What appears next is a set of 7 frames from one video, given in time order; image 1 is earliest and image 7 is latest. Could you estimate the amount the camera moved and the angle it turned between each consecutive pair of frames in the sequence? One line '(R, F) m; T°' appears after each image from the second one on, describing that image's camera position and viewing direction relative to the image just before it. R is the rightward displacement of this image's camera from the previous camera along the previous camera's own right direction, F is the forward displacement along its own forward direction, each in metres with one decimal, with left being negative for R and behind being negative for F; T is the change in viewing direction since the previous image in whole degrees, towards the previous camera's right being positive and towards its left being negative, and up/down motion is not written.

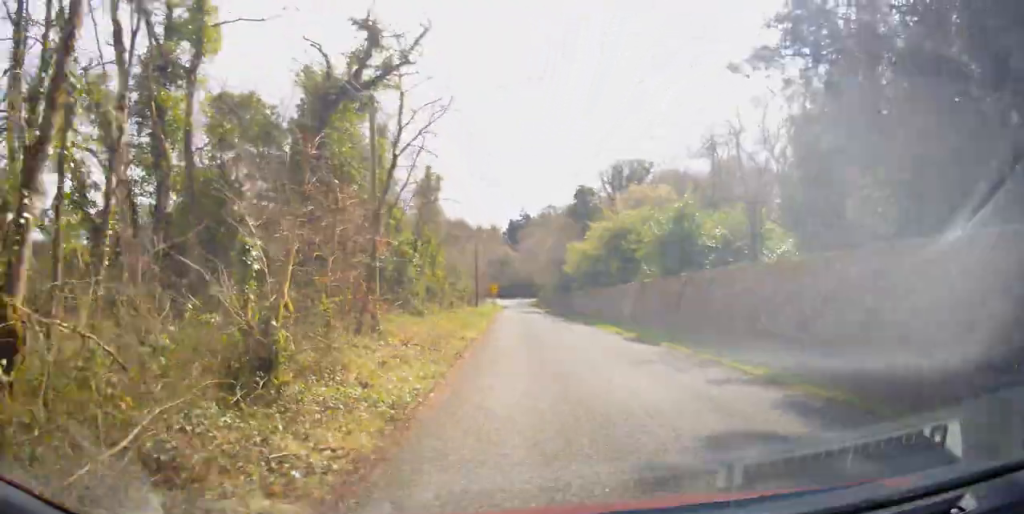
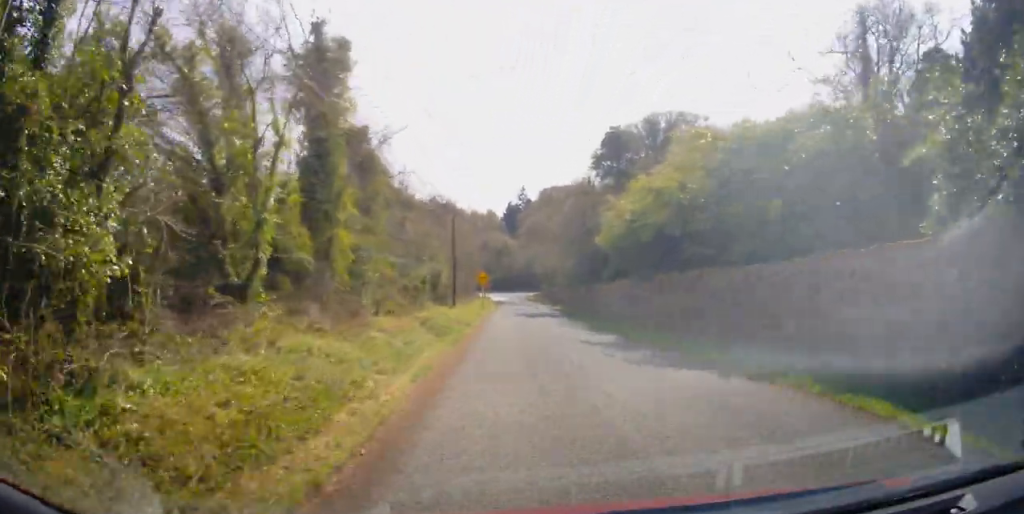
(-0.2, +23.8) m; +4°
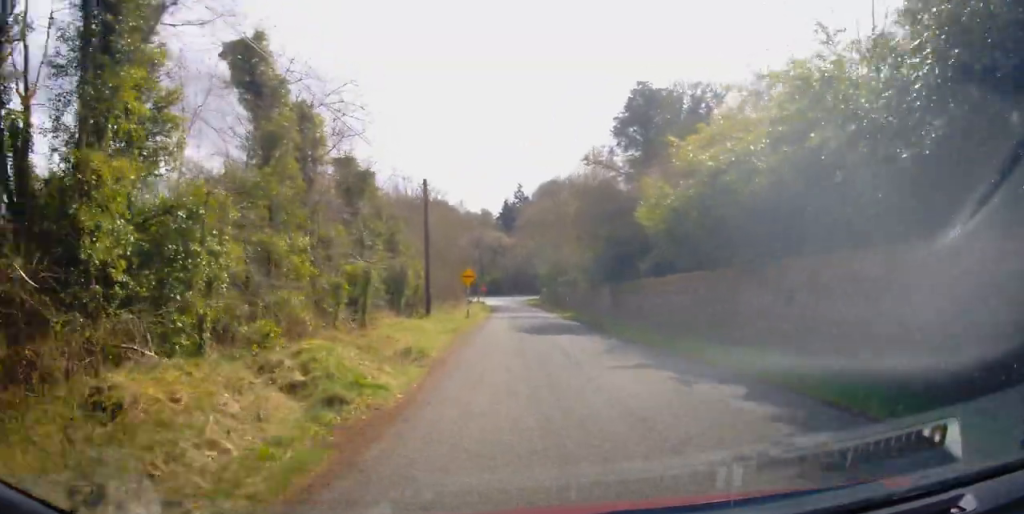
(-0.1, +11.6) m; -1°
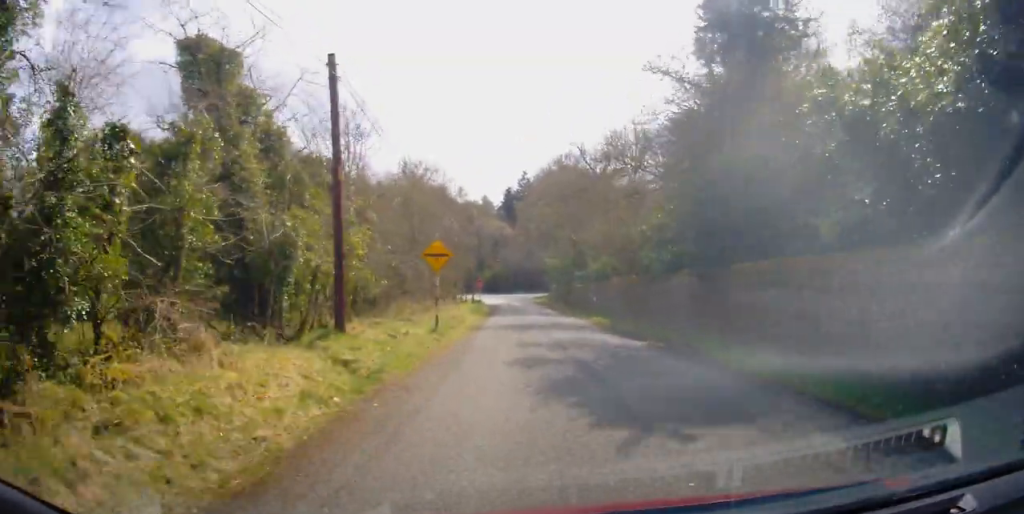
(0.0, +15.8) m; 0°
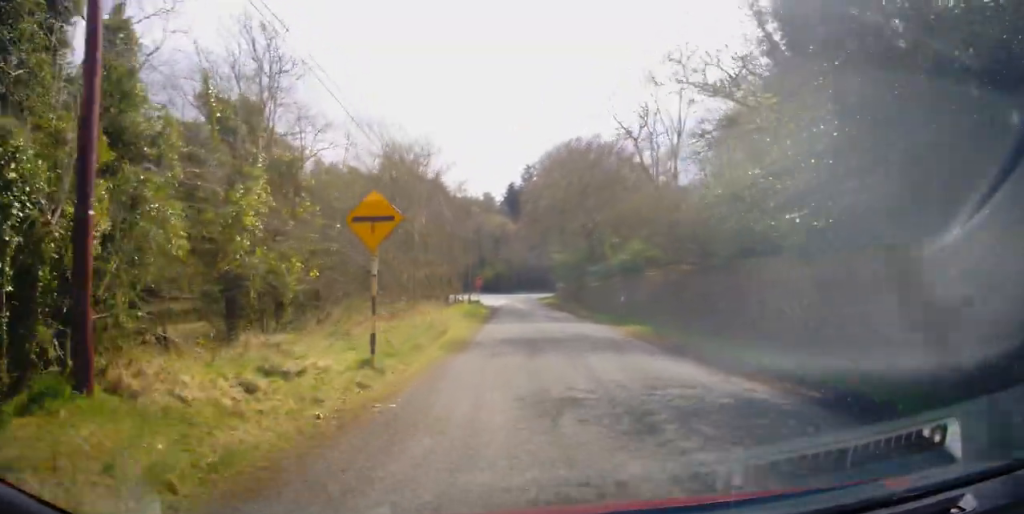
(0.0, +8.9) m; 0°
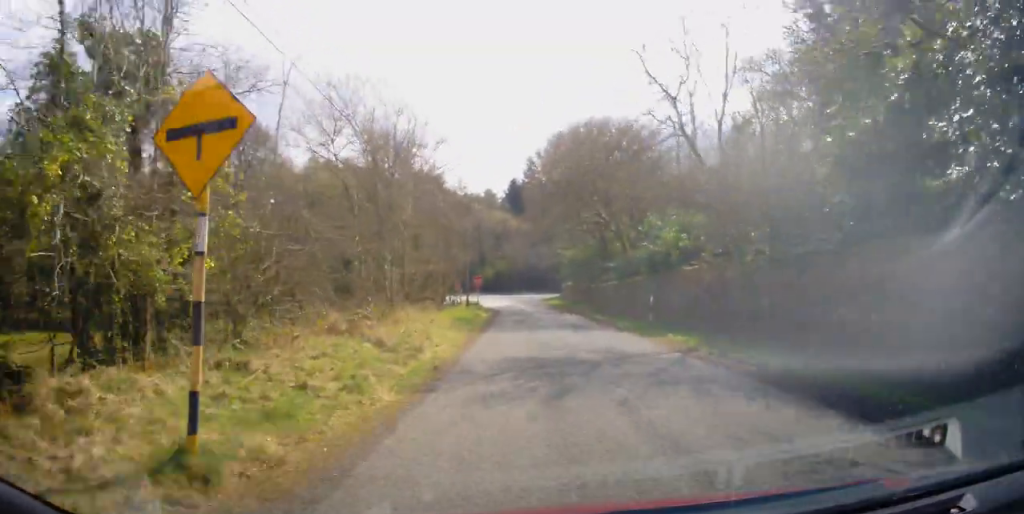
(0.0, +5.8) m; 0°
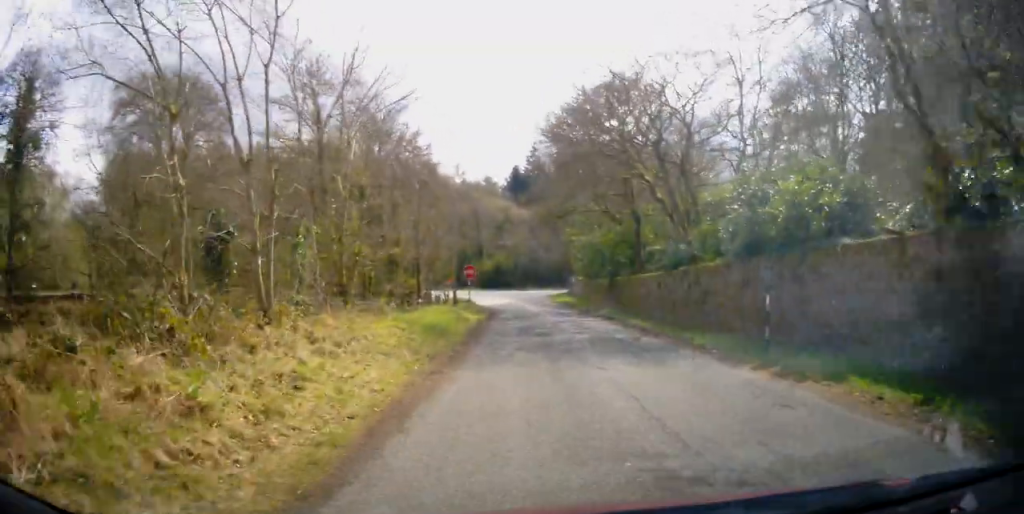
(0.0, +11.3) m; 0°
